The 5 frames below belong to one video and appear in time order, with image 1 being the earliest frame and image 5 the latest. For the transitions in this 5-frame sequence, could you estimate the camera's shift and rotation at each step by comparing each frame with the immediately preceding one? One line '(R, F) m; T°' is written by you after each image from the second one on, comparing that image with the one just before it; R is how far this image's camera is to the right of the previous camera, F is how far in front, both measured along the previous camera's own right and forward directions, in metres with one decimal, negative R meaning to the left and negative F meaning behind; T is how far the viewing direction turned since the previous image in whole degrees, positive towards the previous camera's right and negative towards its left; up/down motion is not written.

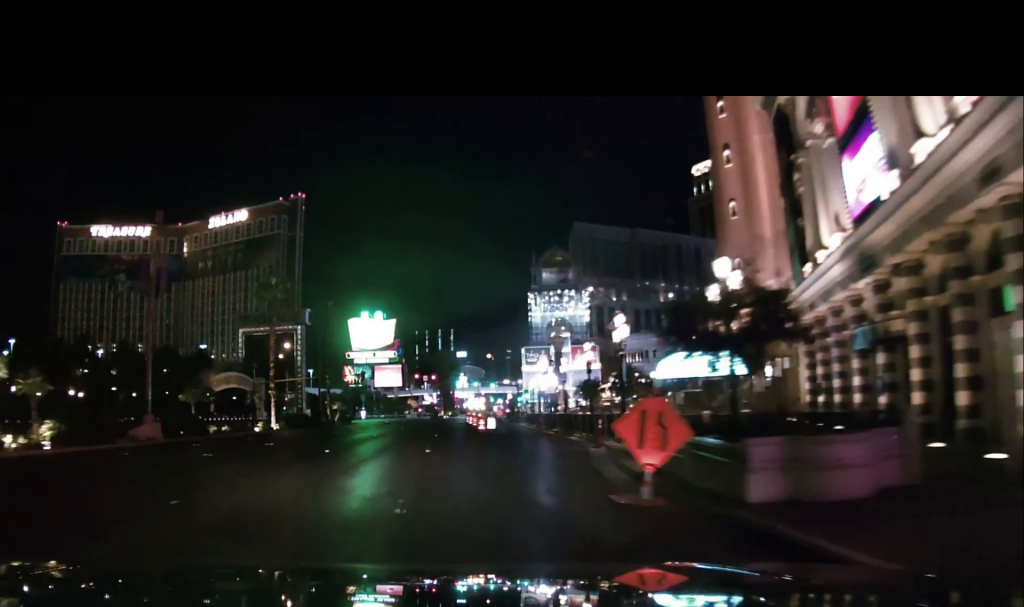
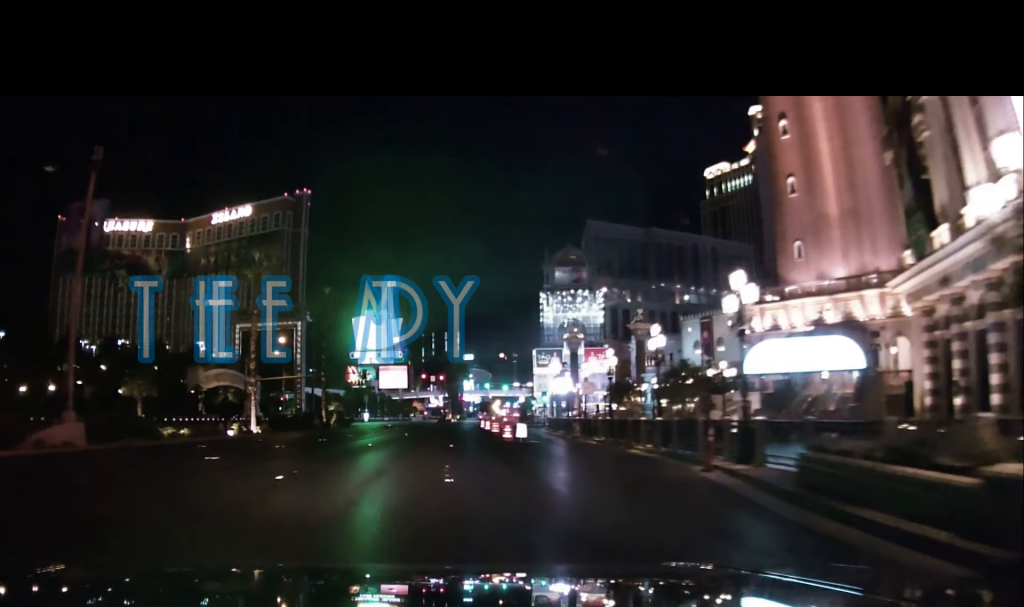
(-0.3, +8.8) m; -3°
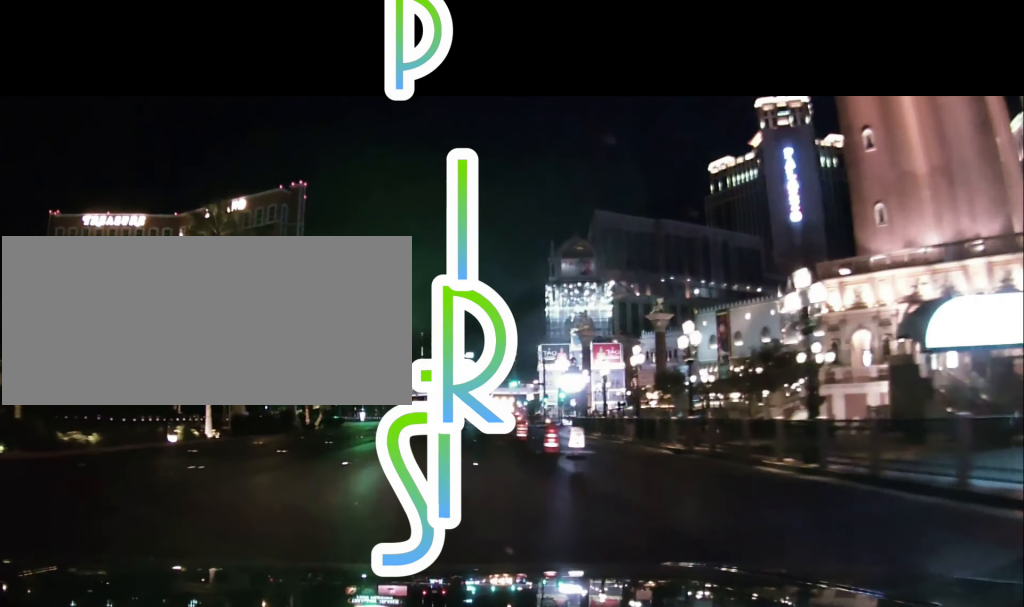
(-0.2, +10.9) m; -1°
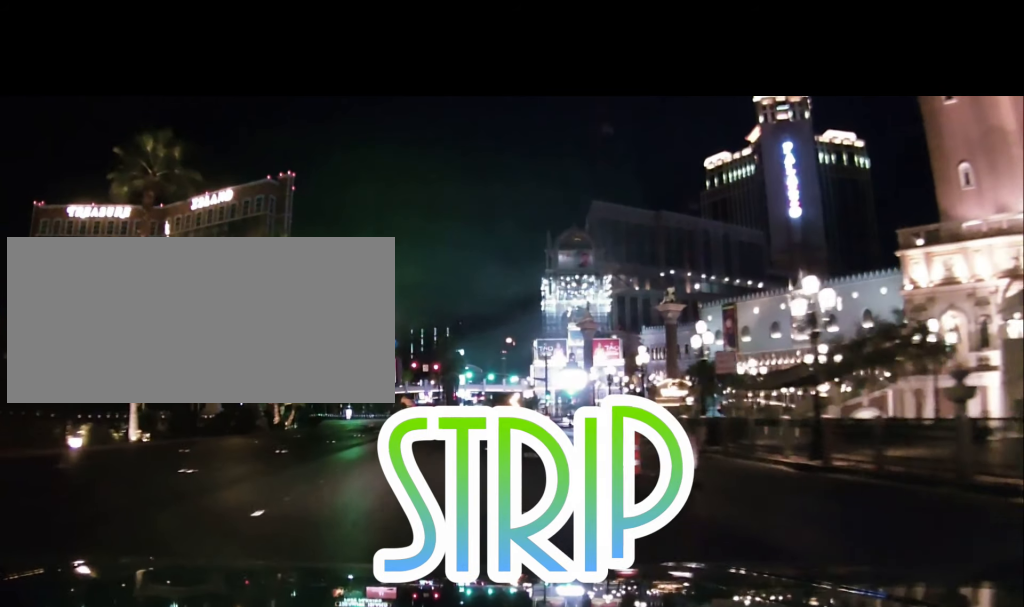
(0.0, +8.9) m; +1°
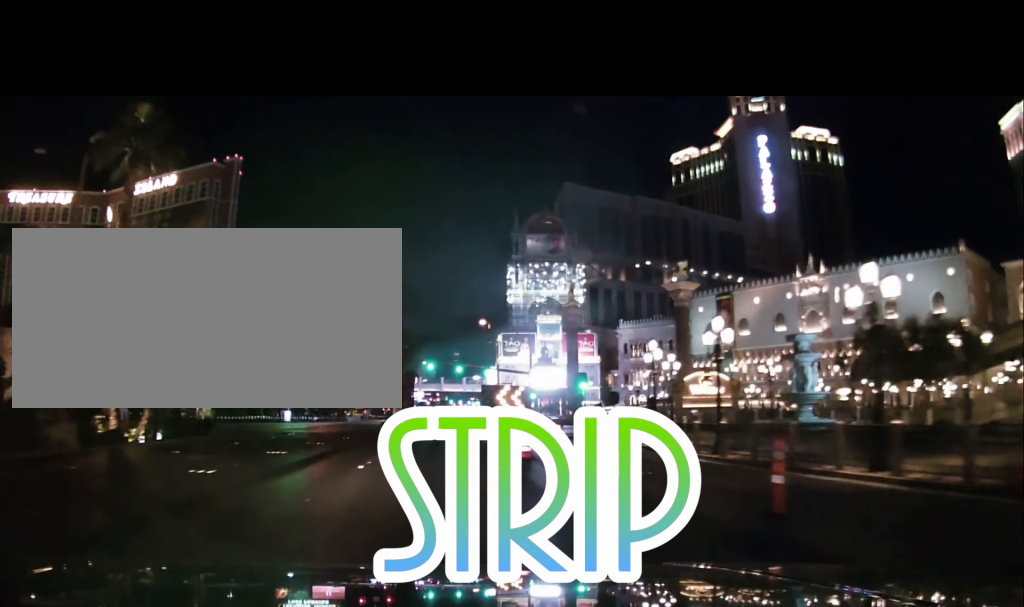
(+0.1, +21.2) m; +1°
